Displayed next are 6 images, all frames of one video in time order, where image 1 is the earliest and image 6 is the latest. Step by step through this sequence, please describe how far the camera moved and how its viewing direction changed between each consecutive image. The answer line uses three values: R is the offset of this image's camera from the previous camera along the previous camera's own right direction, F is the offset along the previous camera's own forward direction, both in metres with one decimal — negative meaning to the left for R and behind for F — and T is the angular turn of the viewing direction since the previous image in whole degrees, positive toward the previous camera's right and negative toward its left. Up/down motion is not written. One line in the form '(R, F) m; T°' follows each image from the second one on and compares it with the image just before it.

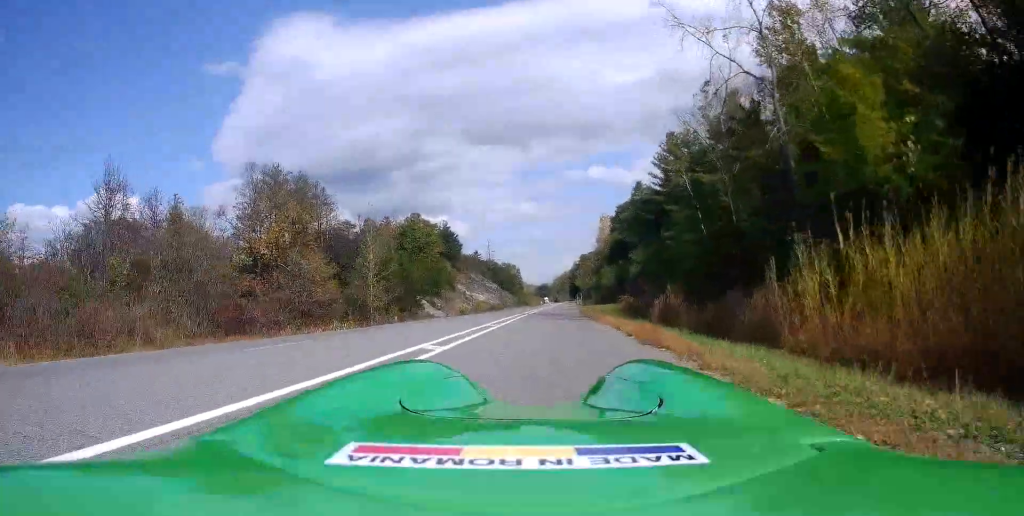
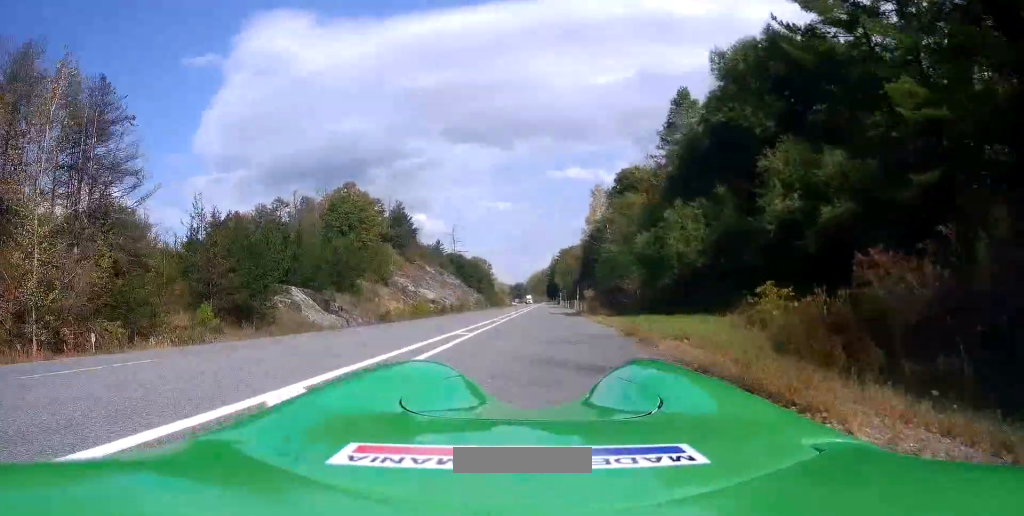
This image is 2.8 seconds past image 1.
(+1.1, +42.4) m; +1°
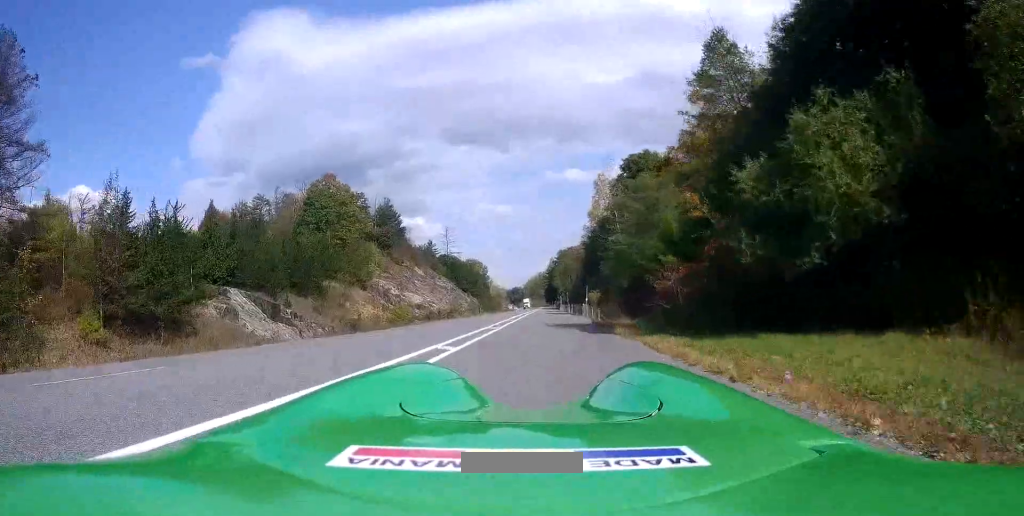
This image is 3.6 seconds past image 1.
(0.0, +12.1) m; +2°
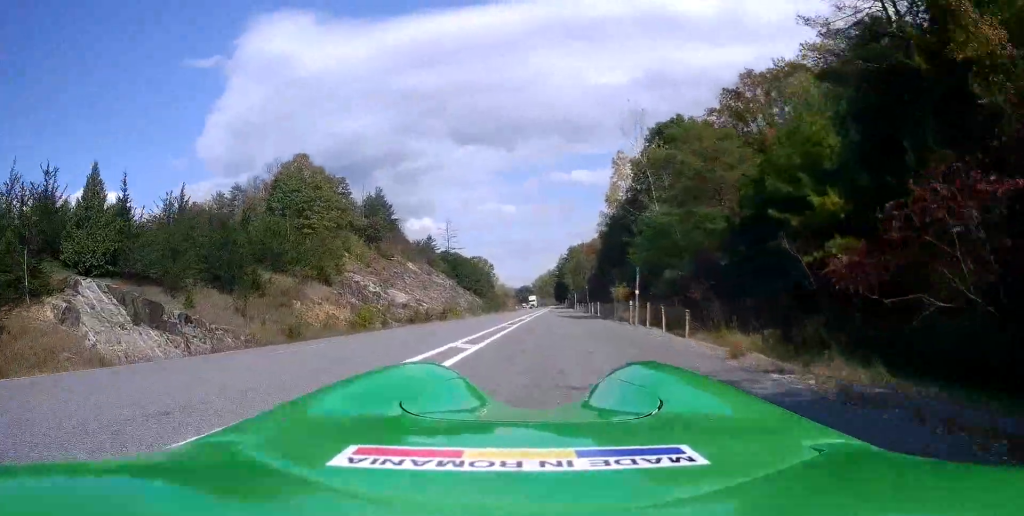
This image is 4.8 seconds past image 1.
(+0.7, +19.0) m; +2°
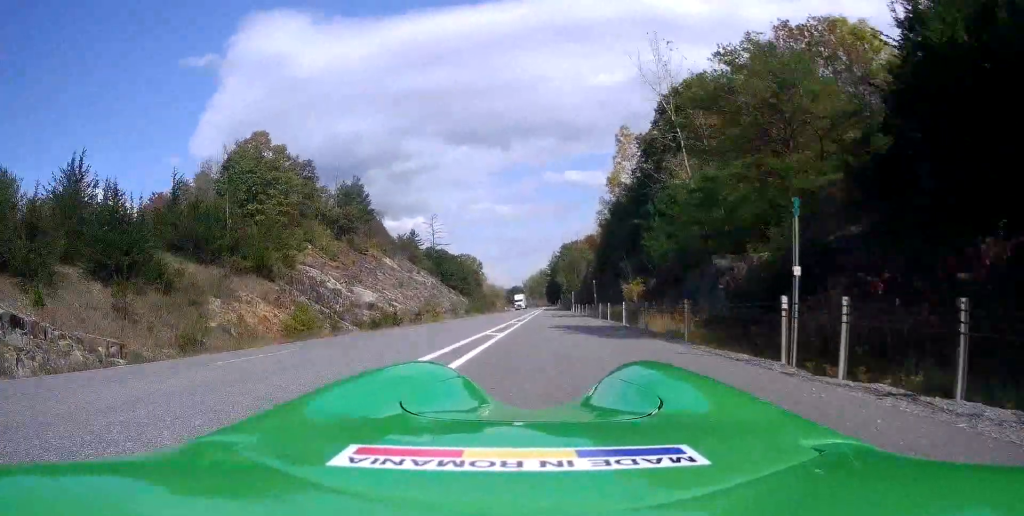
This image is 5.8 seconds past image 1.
(-0.3, +13.9) m; -1°
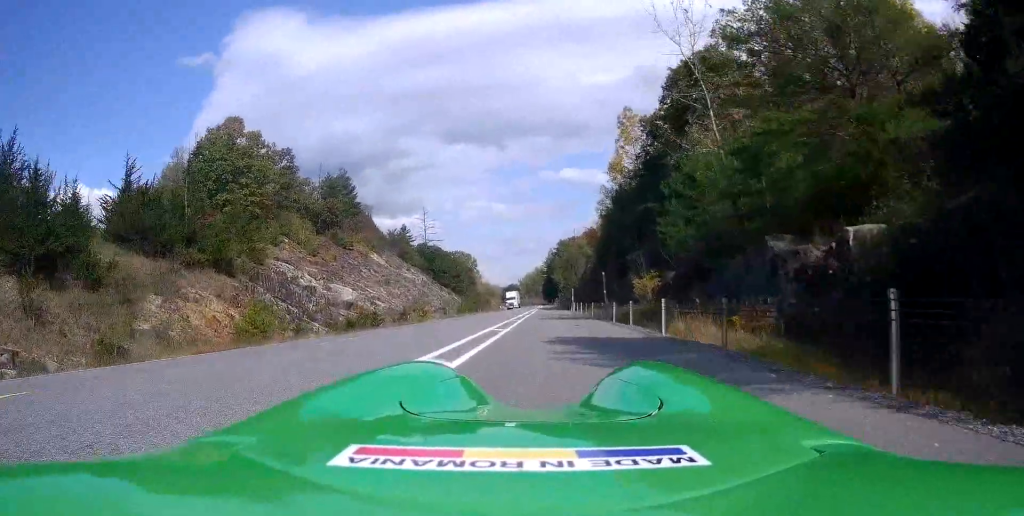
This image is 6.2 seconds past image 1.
(0.0, +7.6) m; 0°
